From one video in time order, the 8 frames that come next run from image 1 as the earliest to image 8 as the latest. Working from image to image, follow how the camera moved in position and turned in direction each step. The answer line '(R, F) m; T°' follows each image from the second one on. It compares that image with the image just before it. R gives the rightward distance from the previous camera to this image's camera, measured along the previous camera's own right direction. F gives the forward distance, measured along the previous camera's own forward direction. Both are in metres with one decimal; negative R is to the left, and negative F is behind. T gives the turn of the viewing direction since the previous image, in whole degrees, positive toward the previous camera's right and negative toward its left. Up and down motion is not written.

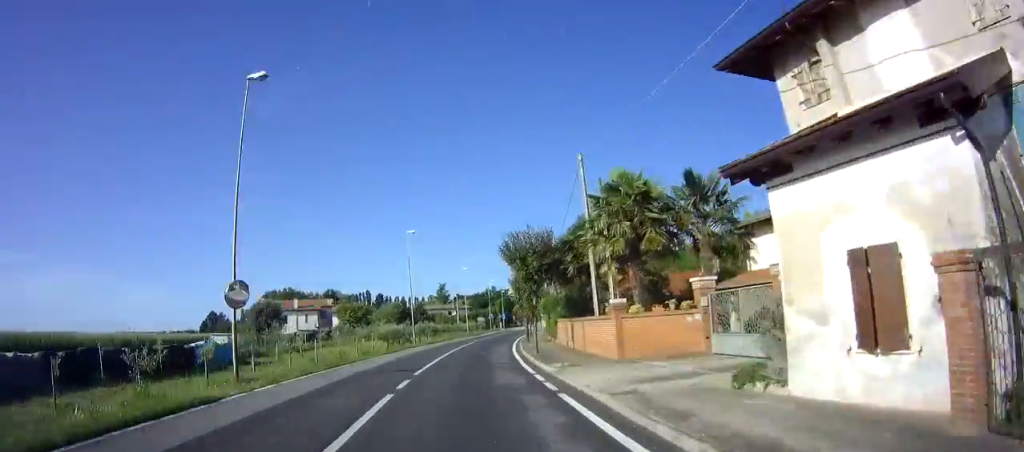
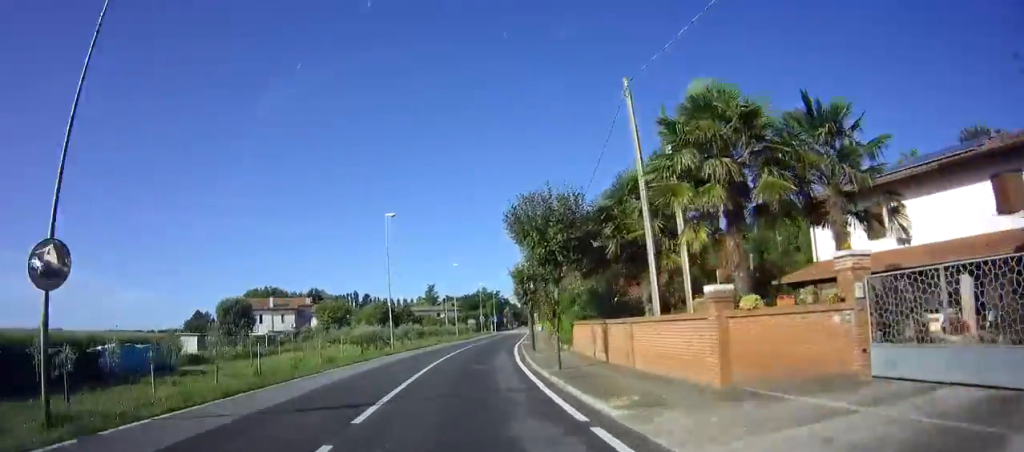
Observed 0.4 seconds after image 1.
(+0.2, +7.3) m; +1°
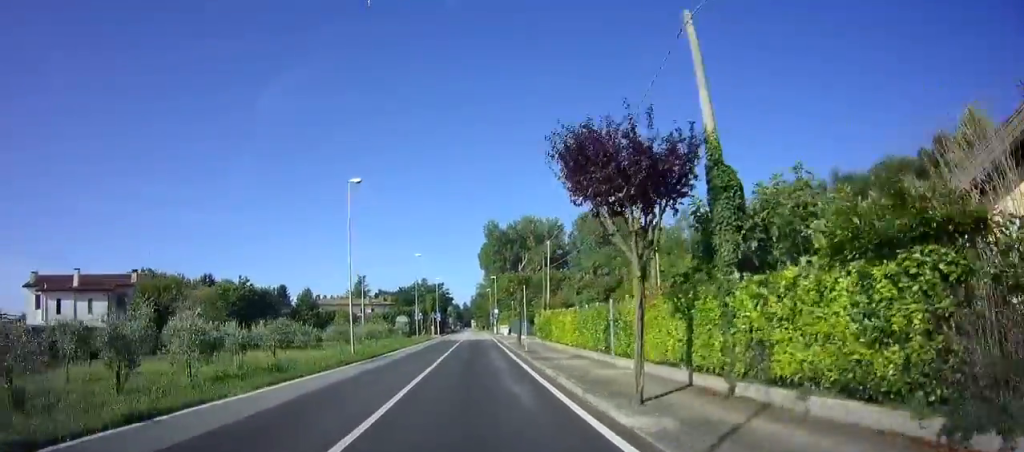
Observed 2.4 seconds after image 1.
(+1.7, +37.6) m; +5°
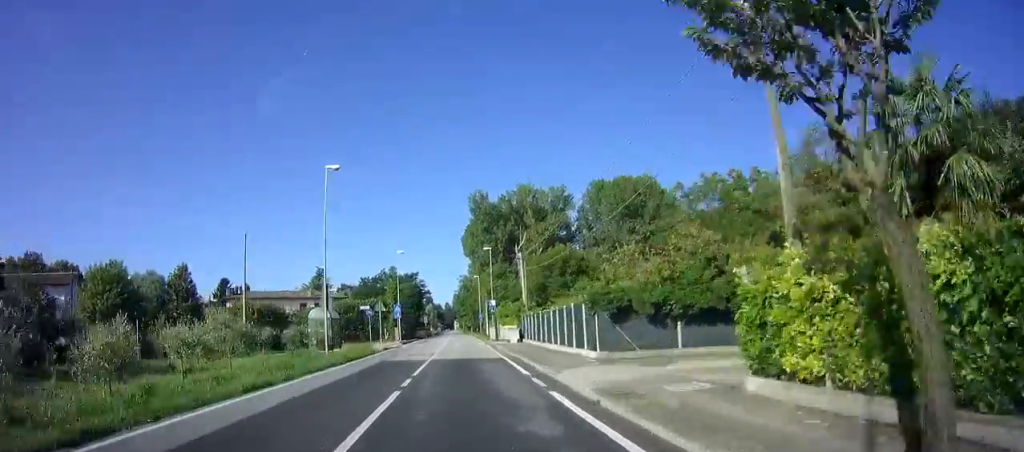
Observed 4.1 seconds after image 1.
(+1.0, +31.6) m; +3°
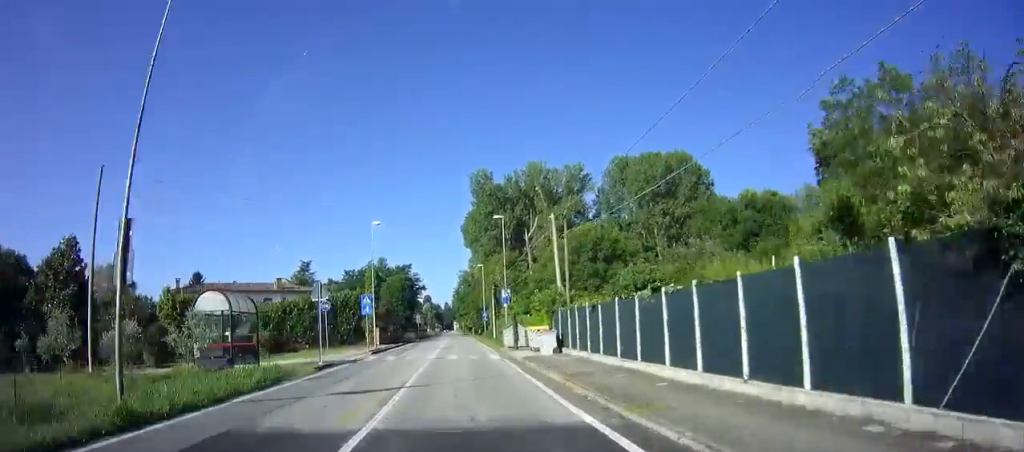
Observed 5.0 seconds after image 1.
(0.0, +16.2) m; 0°
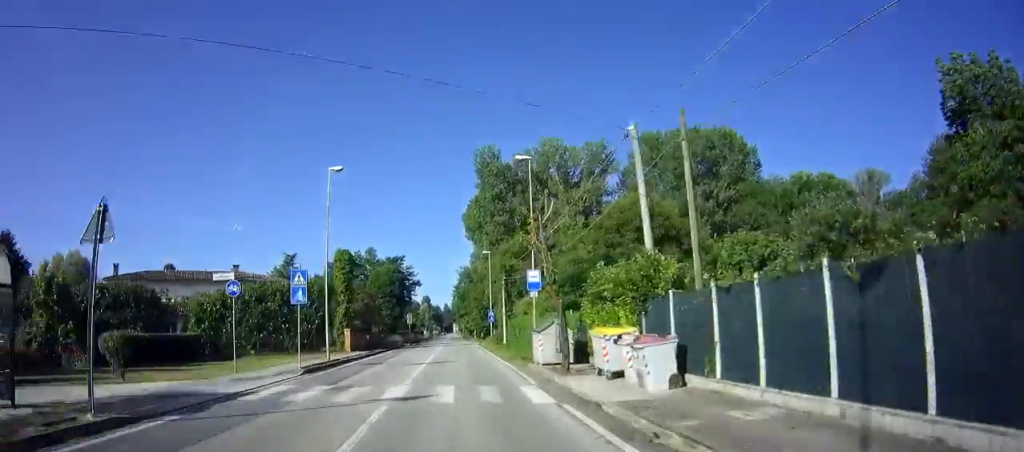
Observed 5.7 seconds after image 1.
(+0.1, +13.7) m; 0°
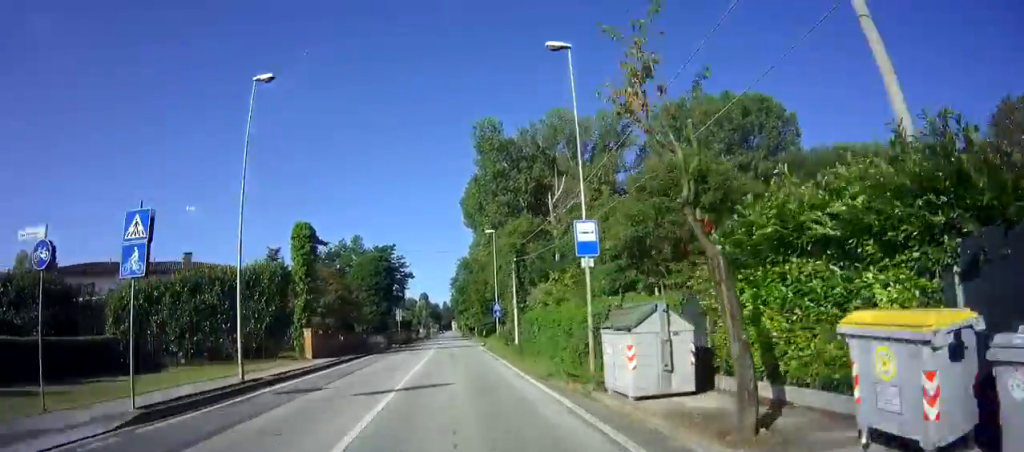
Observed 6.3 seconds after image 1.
(-0.1, +9.9) m; 0°
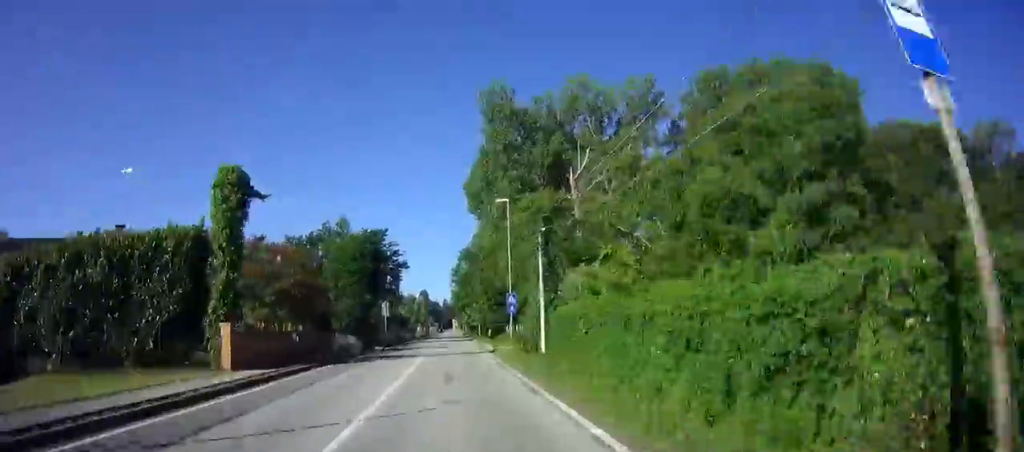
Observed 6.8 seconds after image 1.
(0.0, +10.6) m; 0°
